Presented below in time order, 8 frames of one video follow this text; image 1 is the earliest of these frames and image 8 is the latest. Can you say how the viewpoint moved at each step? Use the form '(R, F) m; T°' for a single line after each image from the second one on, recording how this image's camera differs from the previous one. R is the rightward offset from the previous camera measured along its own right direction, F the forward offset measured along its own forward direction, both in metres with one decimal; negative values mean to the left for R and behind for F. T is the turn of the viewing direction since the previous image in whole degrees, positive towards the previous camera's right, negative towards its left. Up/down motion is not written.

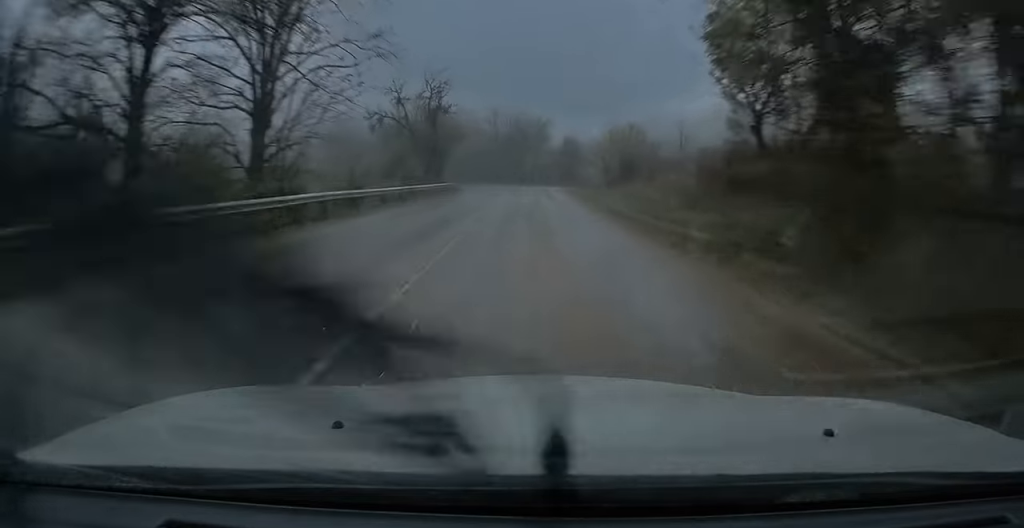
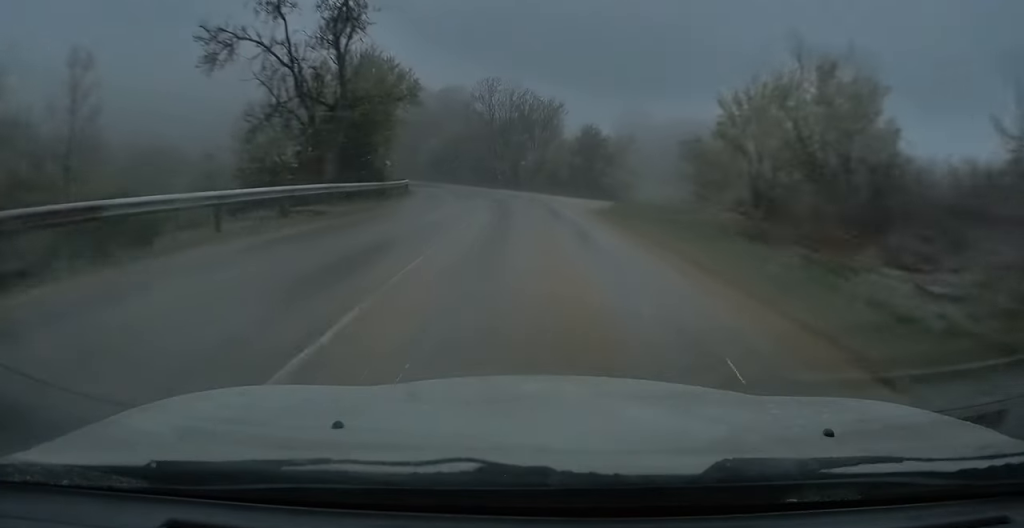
(+0.3, +25.9) m; -1°
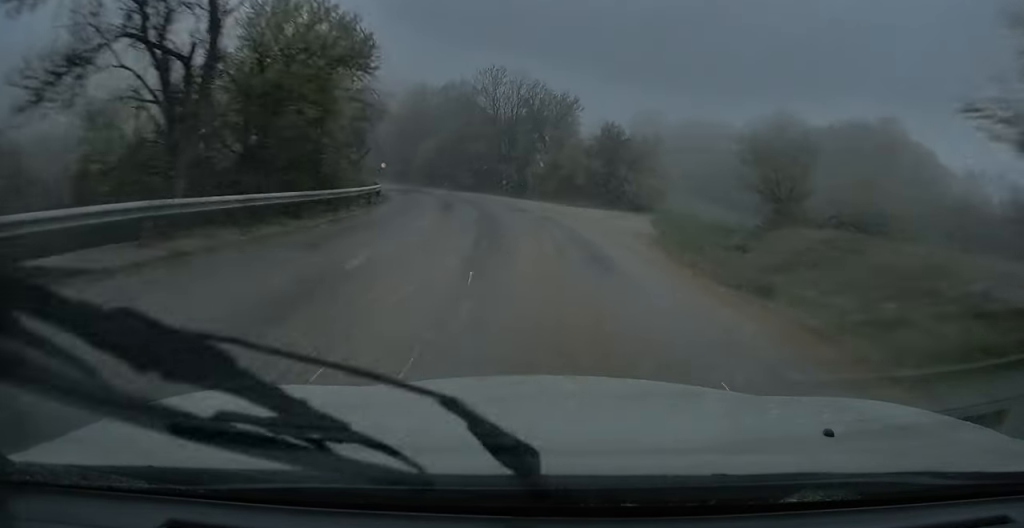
(0.0, +10.6) m; -2°
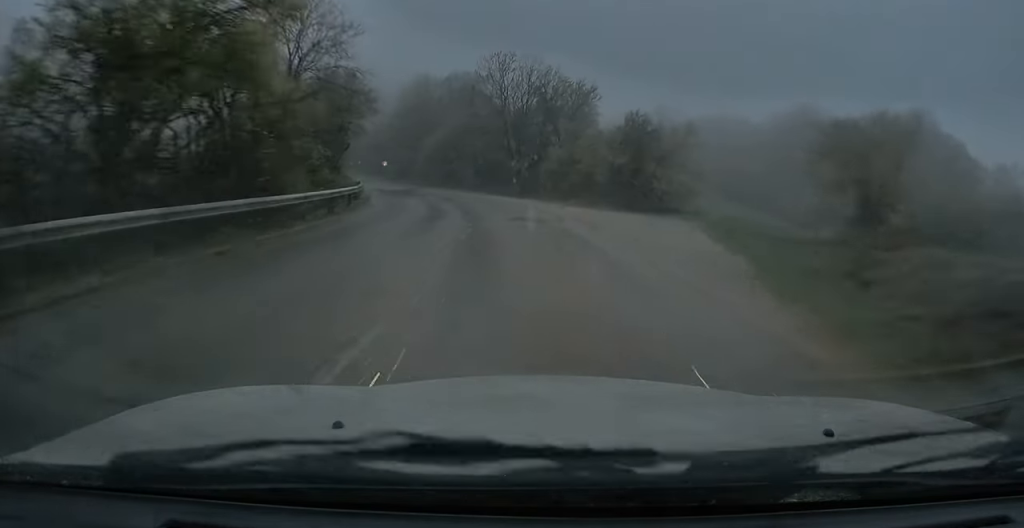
(+0.2, +7.3) m; -2°
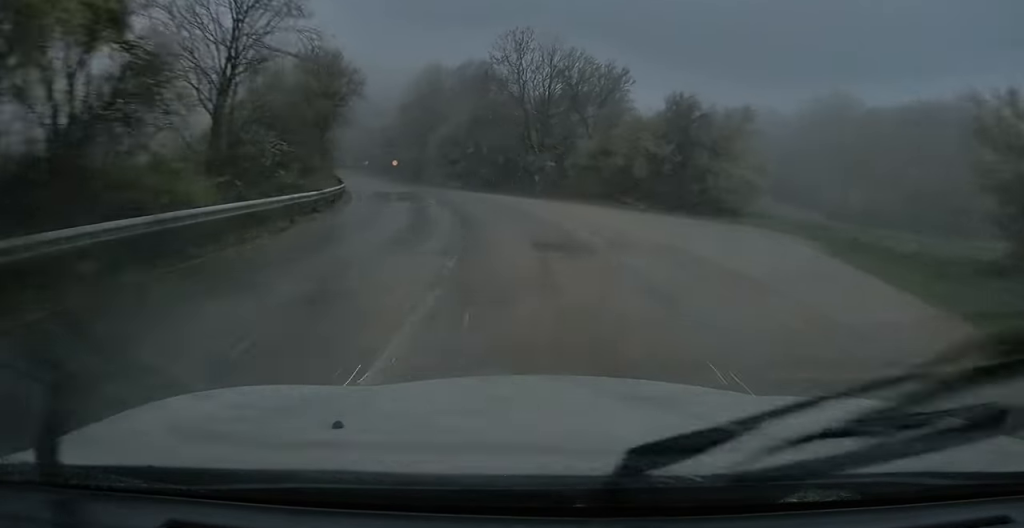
(-0.5, +8.4) m; -3°
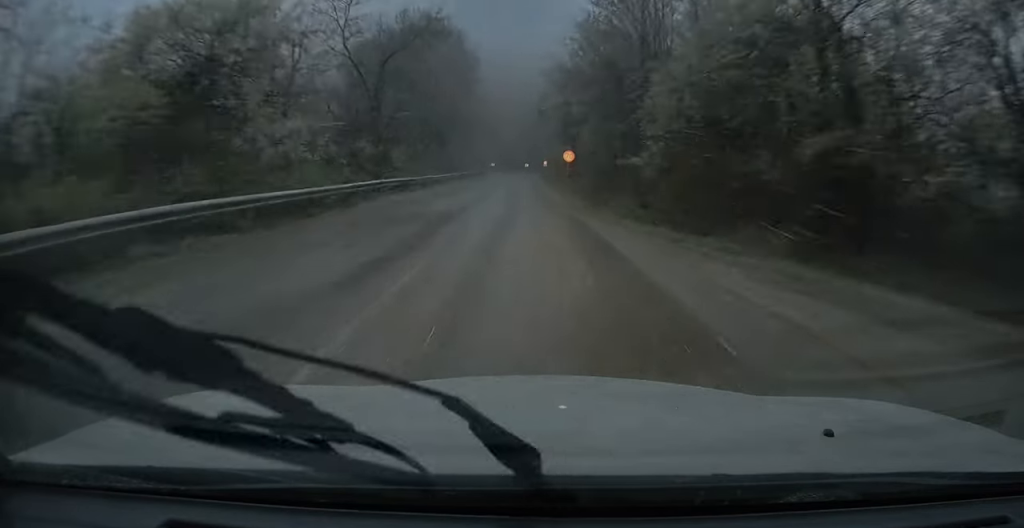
(-5.7, +45.0) m; -14°
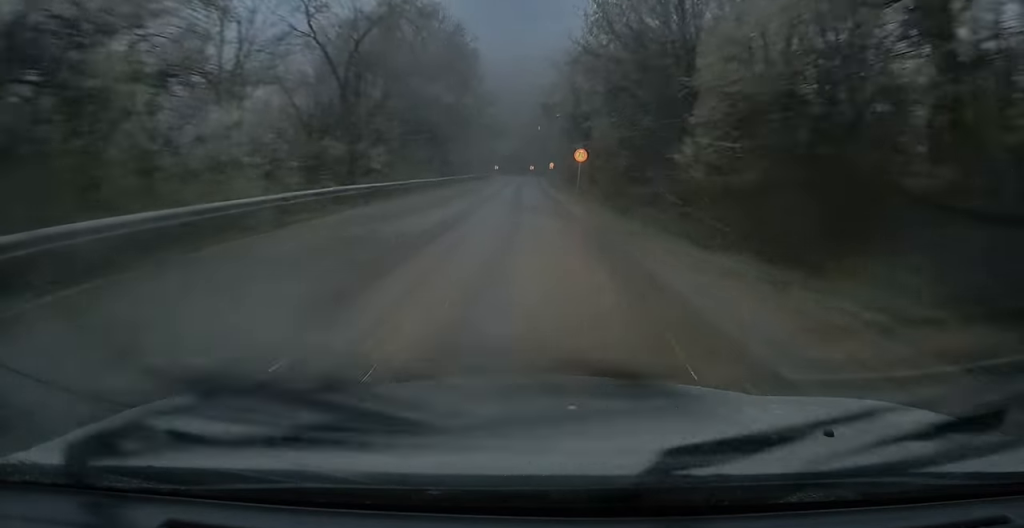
(-0.2, +6.2) m; -1°
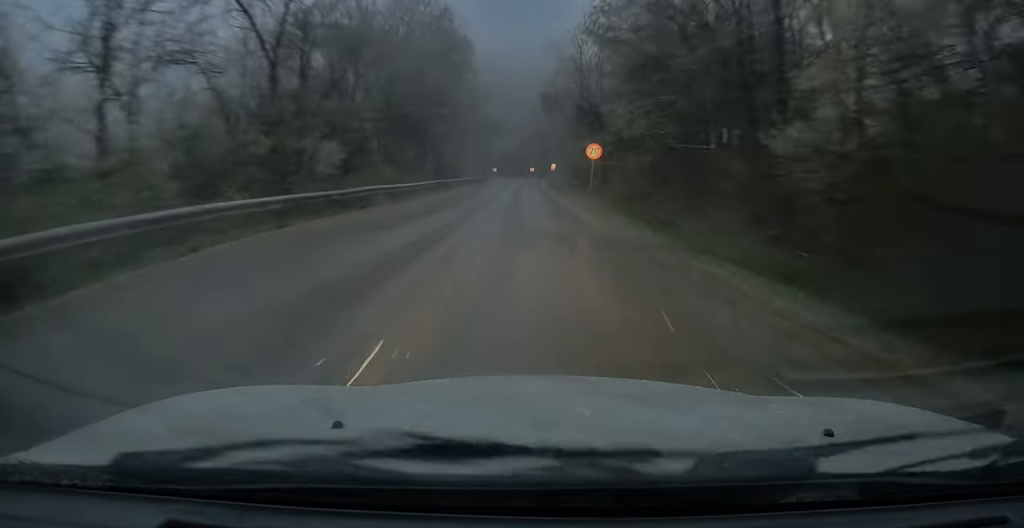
(0.0, +7.8) m; +1°
